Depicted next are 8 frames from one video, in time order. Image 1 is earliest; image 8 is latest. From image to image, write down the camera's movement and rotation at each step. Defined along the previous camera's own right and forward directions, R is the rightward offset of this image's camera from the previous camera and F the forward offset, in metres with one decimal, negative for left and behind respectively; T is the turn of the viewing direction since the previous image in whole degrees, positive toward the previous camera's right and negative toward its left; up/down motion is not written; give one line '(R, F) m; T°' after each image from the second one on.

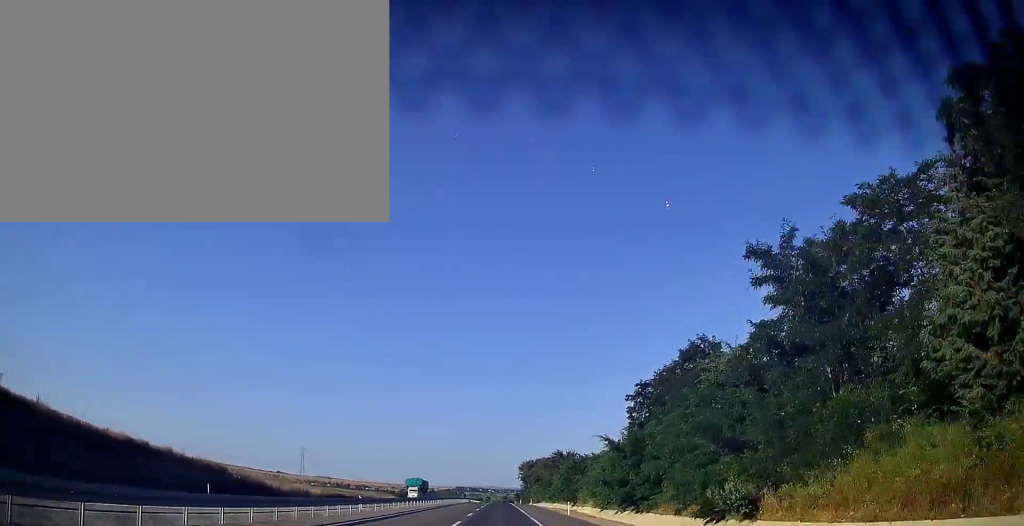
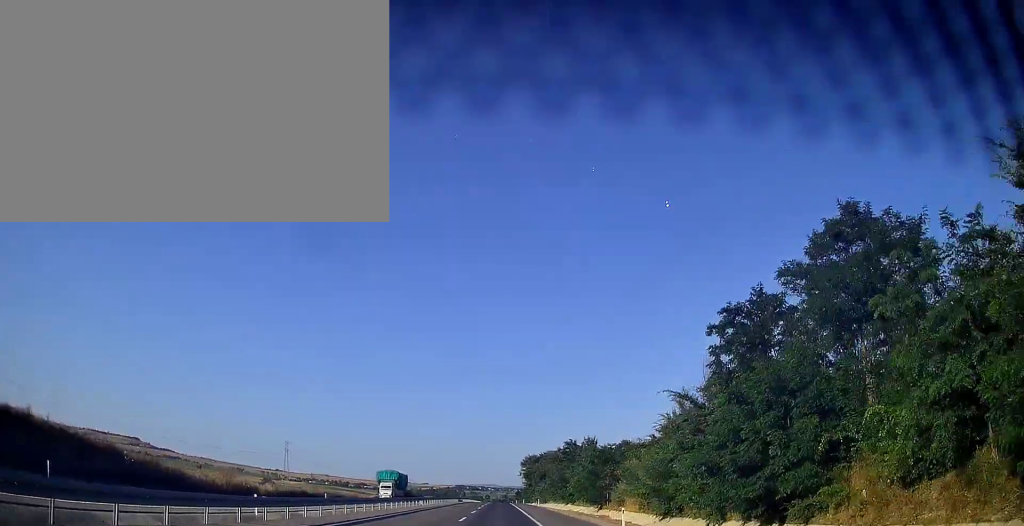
(0.0, +18.8) m; 0°
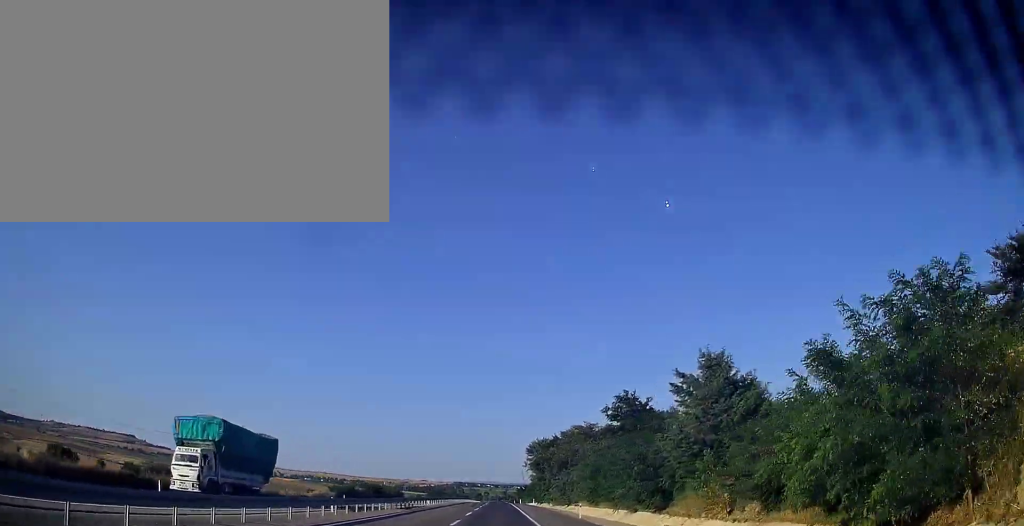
(-0.2, +39.6) m; 0°
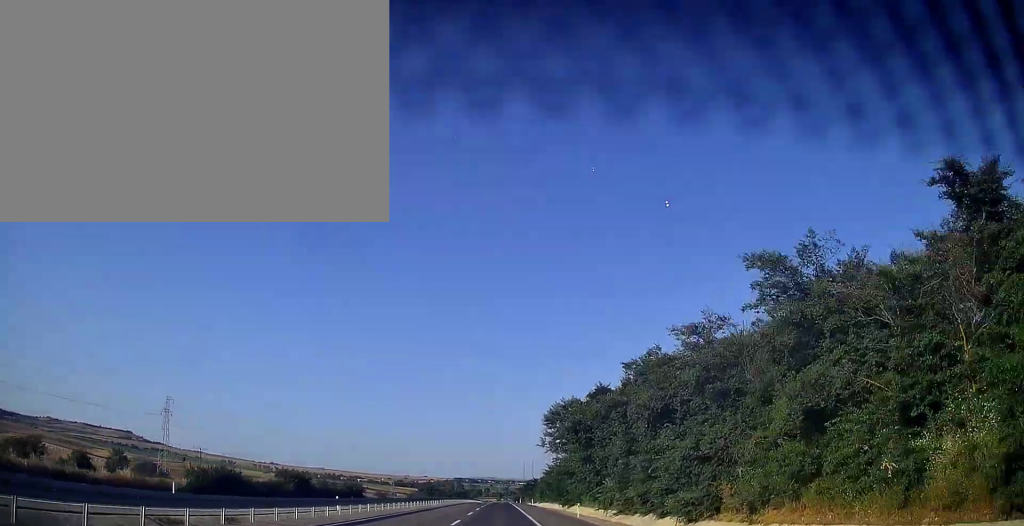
(0.0, +47.5) m; 0°
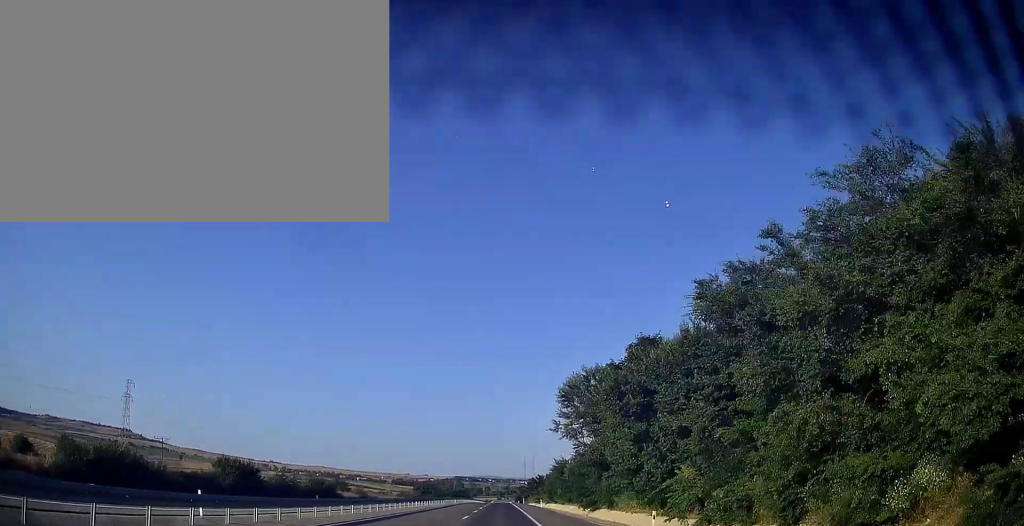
(0.0, +16.8) m; 0°
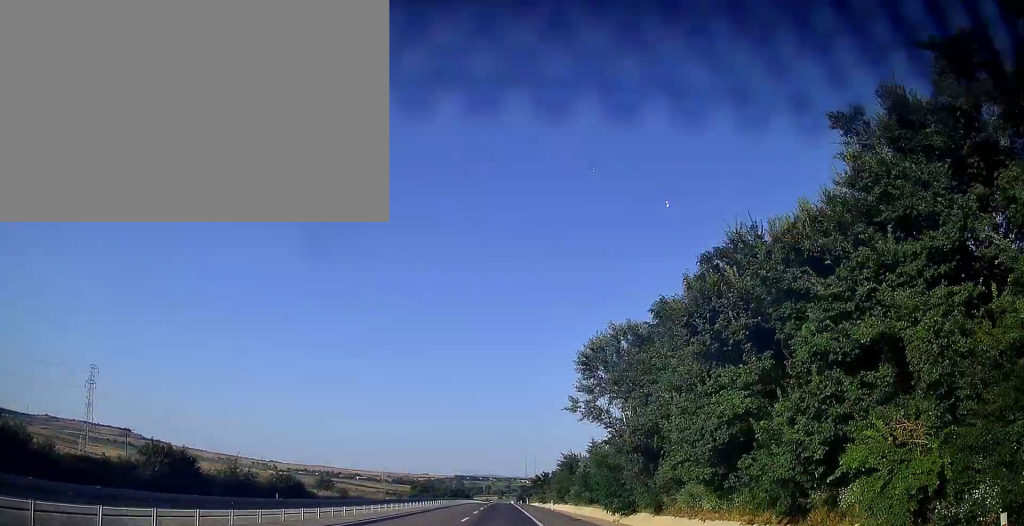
(0.0, +14.8) m; 0°
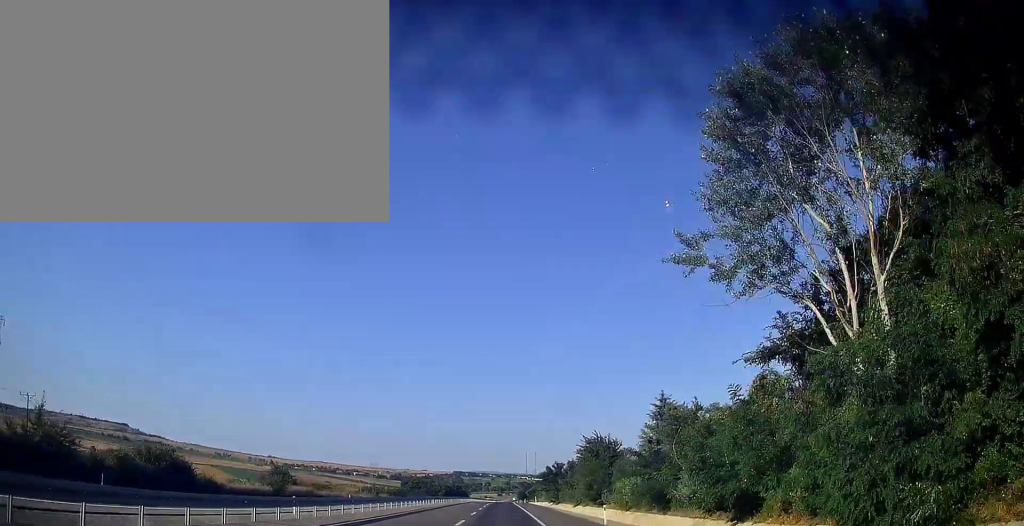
(+0.1, +28.7) m; 0°
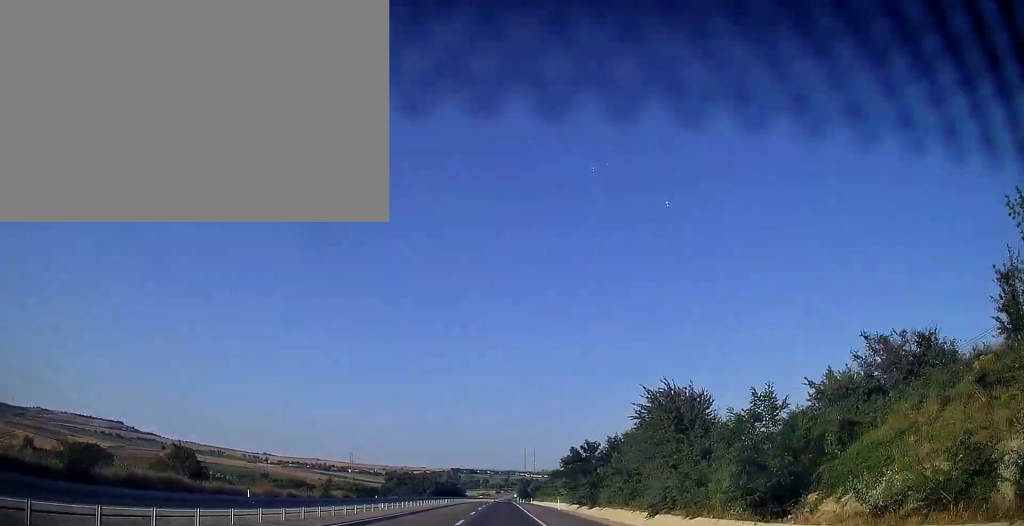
(0.0, +35.5) m; 0°
